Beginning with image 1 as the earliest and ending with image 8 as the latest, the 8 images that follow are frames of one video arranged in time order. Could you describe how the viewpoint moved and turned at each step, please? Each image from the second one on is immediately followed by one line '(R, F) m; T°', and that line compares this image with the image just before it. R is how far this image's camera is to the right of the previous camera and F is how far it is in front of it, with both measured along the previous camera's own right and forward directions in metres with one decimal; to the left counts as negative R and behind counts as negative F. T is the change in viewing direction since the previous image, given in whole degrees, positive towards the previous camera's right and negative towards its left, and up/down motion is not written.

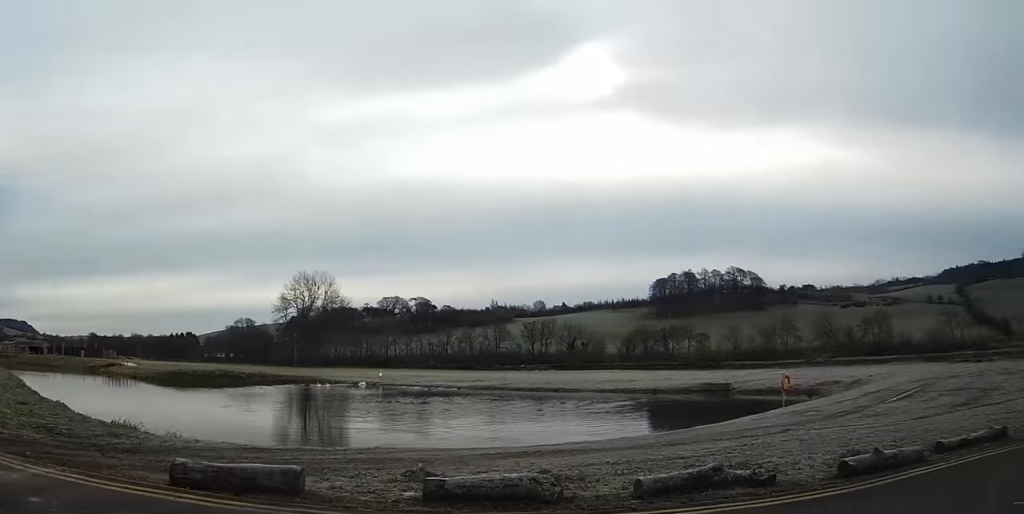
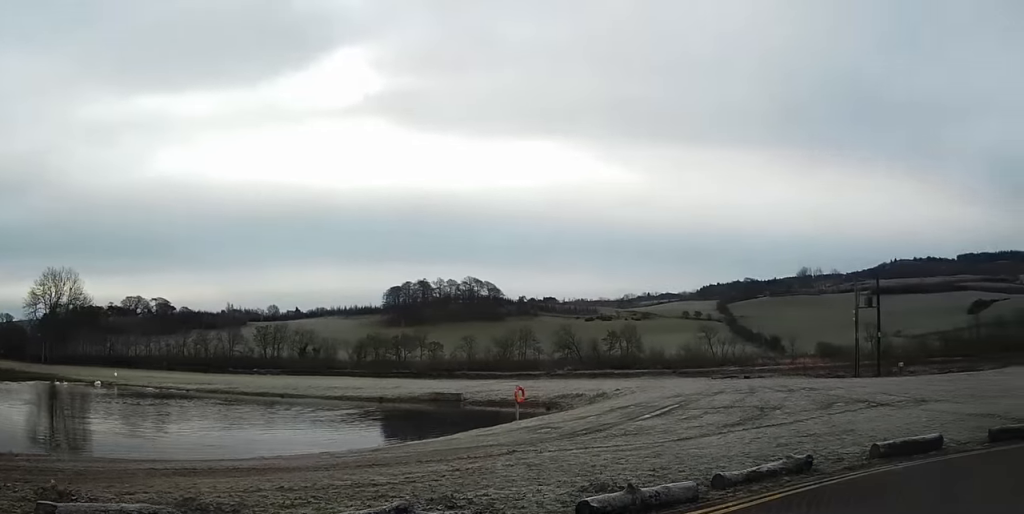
(+0.3, +2.1) m; +22°
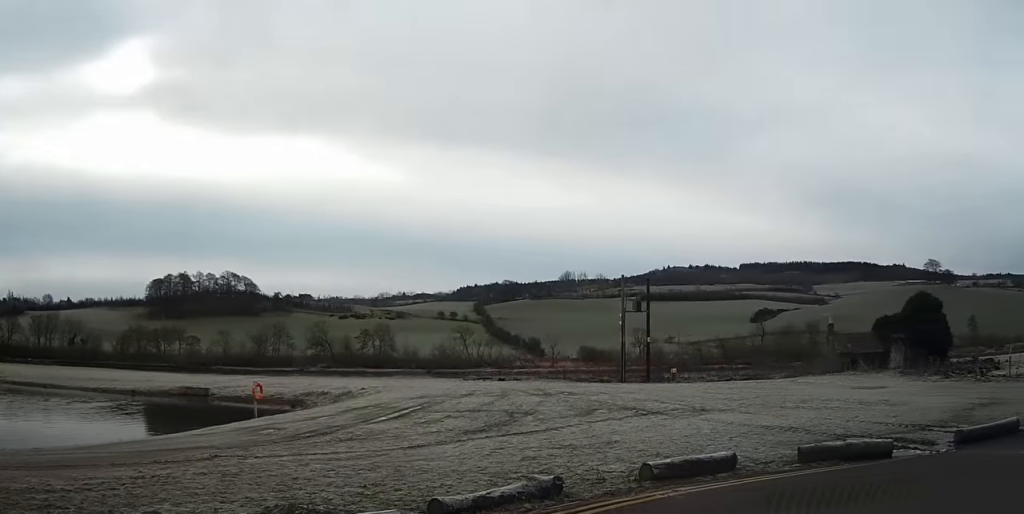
(+0.4, +2.0) m; +22°
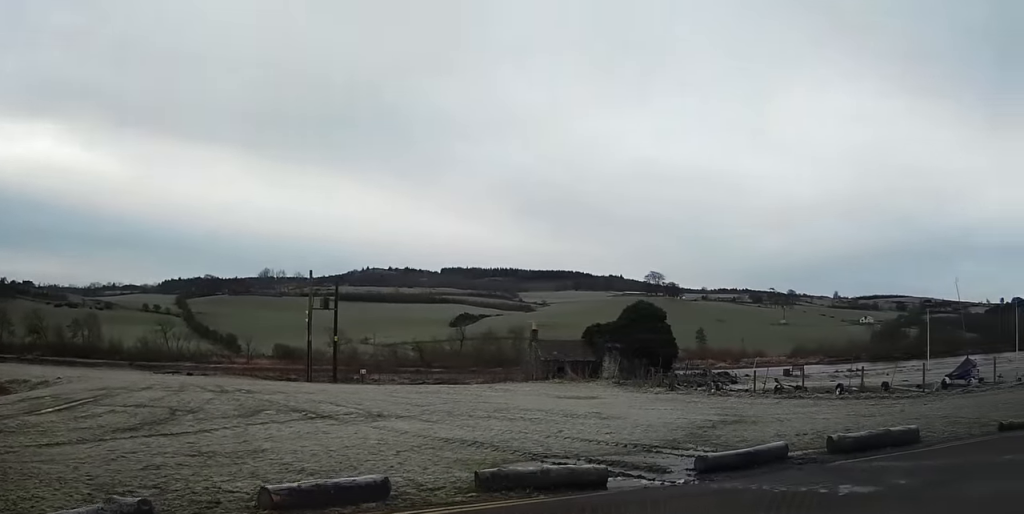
(+0.5, +2.5) m; +20°
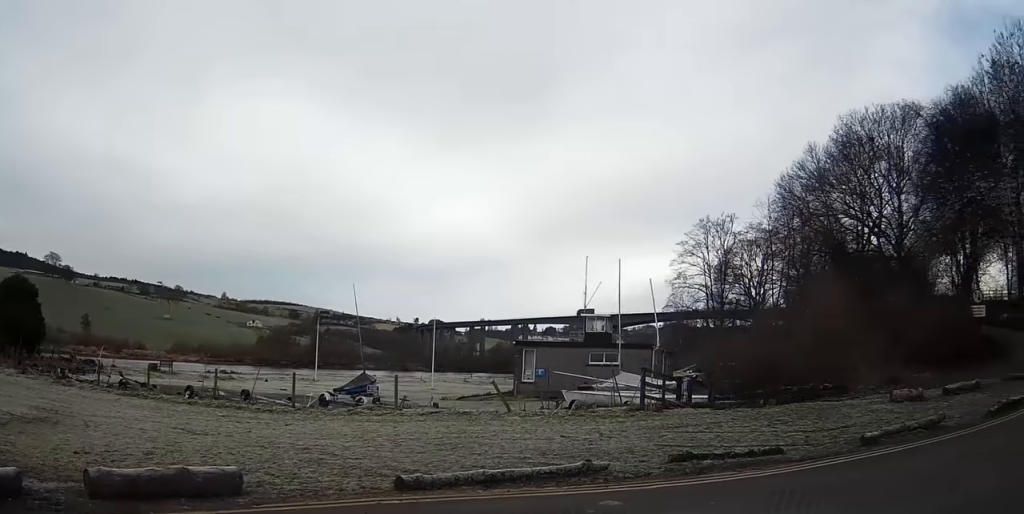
(+1.3, +4.5) m; +46°
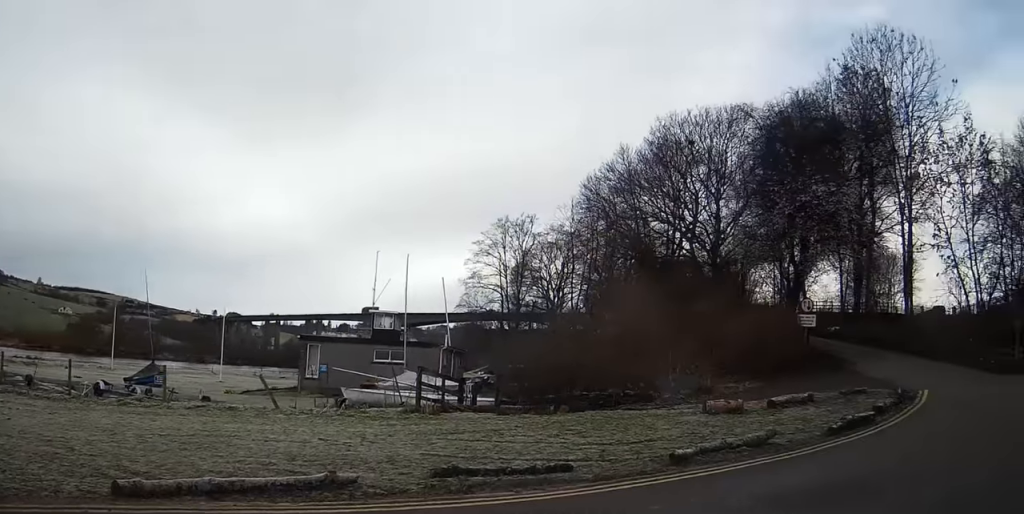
(+0.1, +1.2) m; +17°
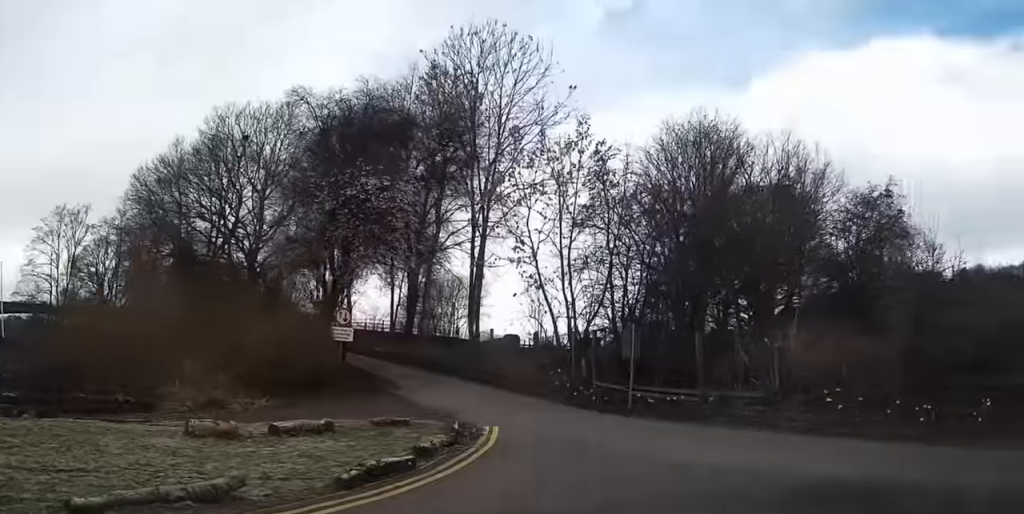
(+1.6, +3.6) m; +30°
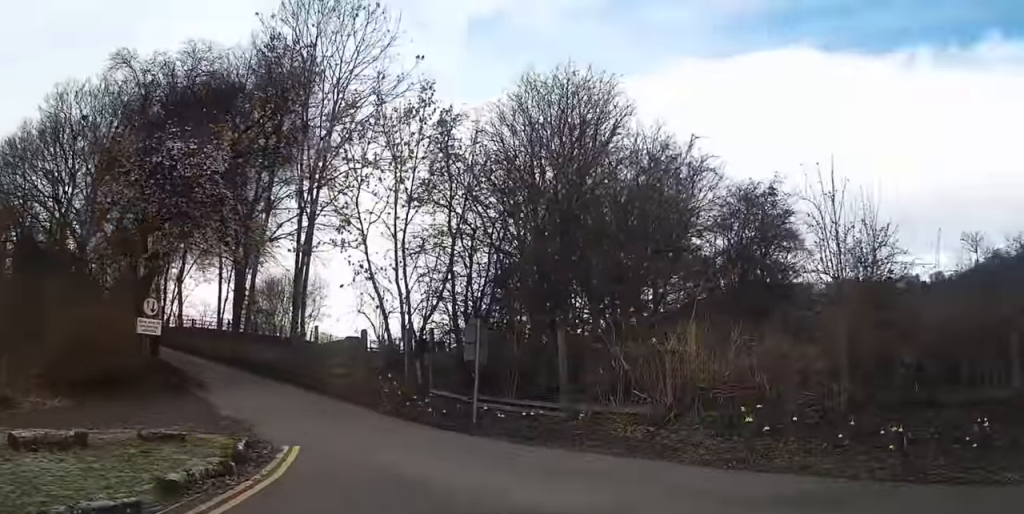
(+0.4, +4.2) m; +8°
